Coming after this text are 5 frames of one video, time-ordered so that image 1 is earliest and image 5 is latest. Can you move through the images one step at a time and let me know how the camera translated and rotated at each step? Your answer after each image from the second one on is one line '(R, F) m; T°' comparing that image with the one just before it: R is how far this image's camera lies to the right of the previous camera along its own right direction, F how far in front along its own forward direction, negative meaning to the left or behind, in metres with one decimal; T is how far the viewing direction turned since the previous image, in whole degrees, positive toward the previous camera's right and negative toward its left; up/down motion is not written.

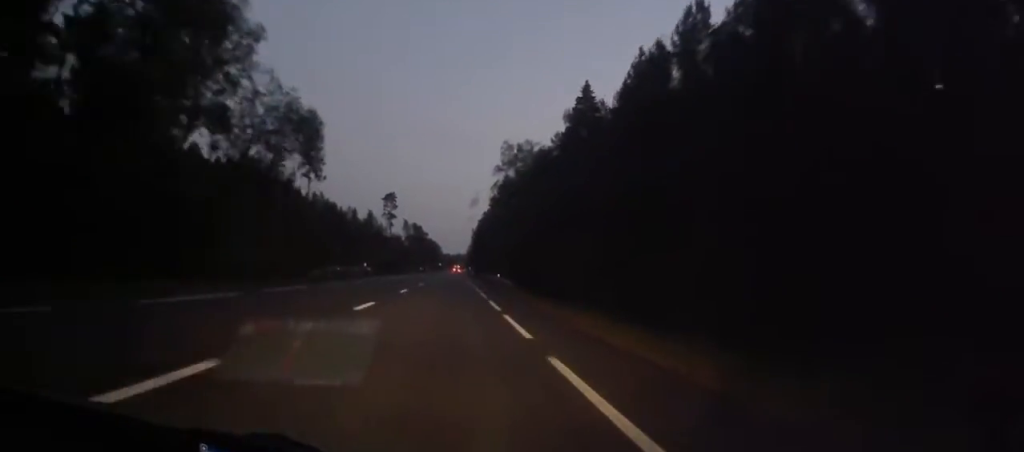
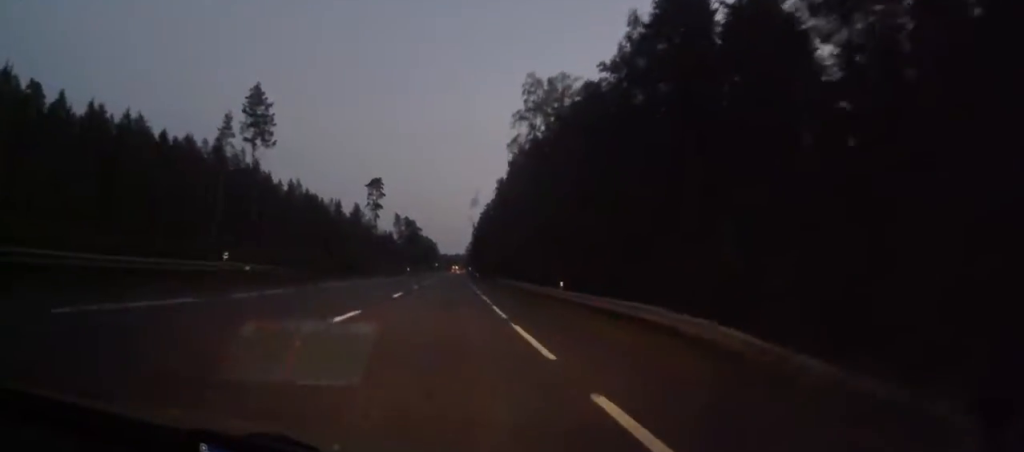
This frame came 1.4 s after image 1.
(+0.1, +39.0) m; 0°
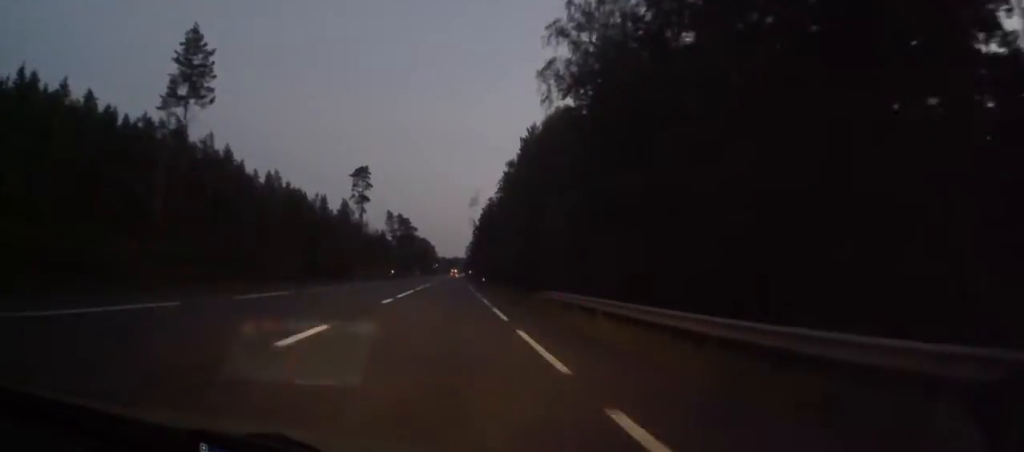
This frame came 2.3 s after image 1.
(0.0, +27.6) m; -1°
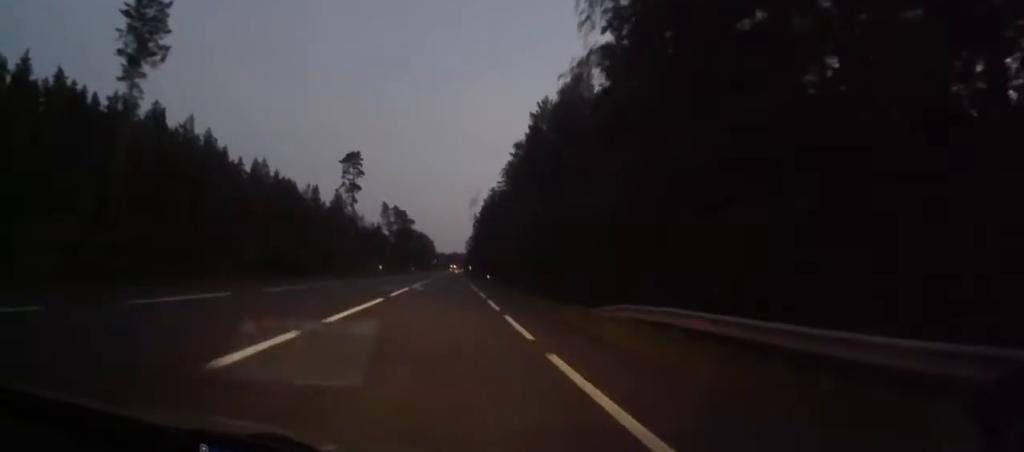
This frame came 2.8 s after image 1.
(+0.2, +14.2) m; -1°
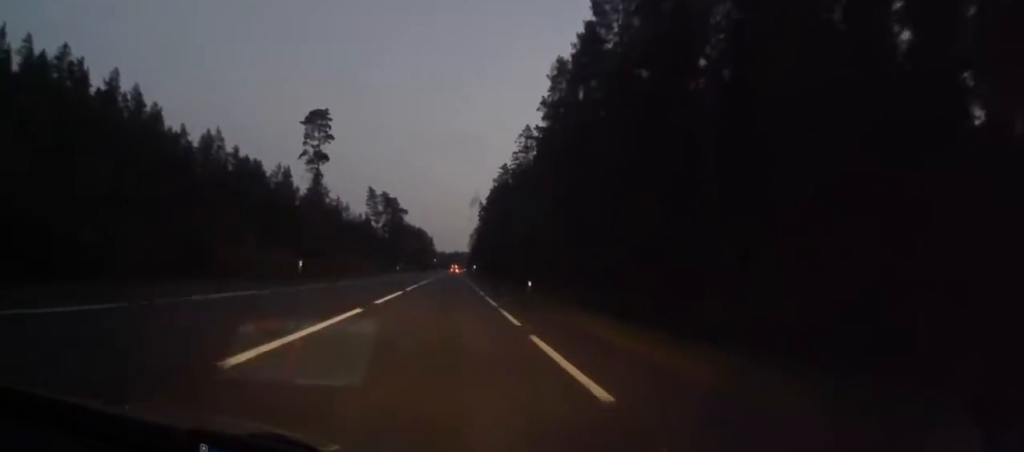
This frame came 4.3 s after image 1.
(-0.3, +41.8) m; +1°
